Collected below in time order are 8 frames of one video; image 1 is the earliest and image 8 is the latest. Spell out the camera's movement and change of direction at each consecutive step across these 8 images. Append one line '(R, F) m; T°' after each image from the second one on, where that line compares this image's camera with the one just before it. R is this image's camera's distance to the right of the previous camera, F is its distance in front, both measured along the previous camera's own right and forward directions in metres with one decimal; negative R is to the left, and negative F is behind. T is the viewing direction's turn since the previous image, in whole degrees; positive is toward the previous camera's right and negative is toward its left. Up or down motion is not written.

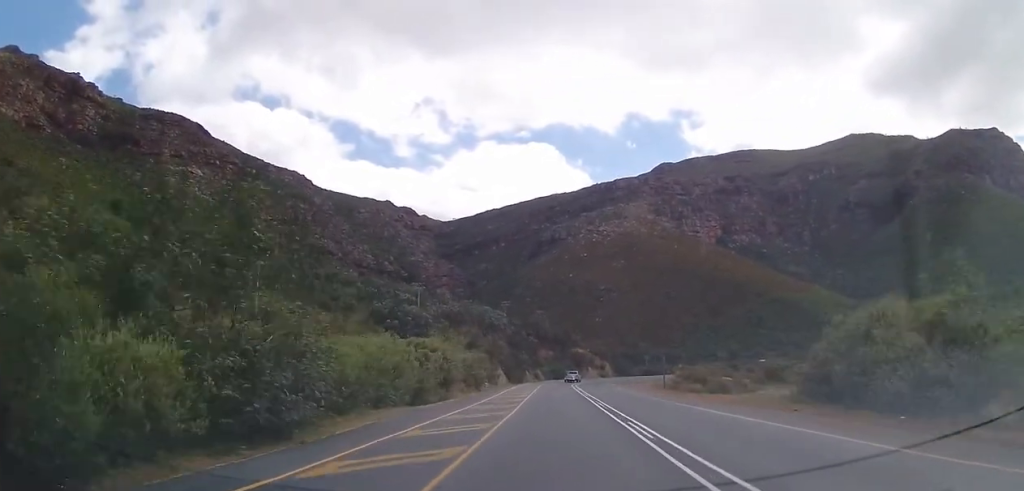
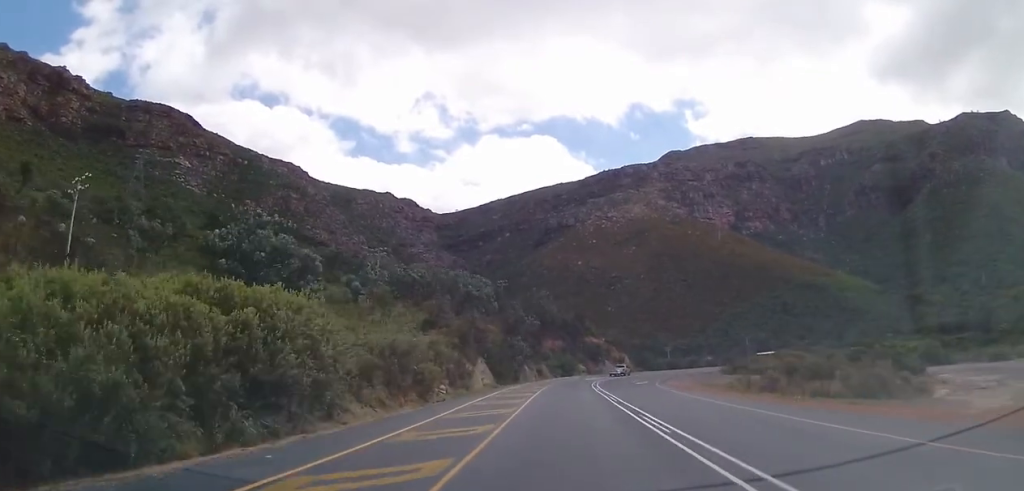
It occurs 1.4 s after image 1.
(-0.3, +25.8) m; 0°
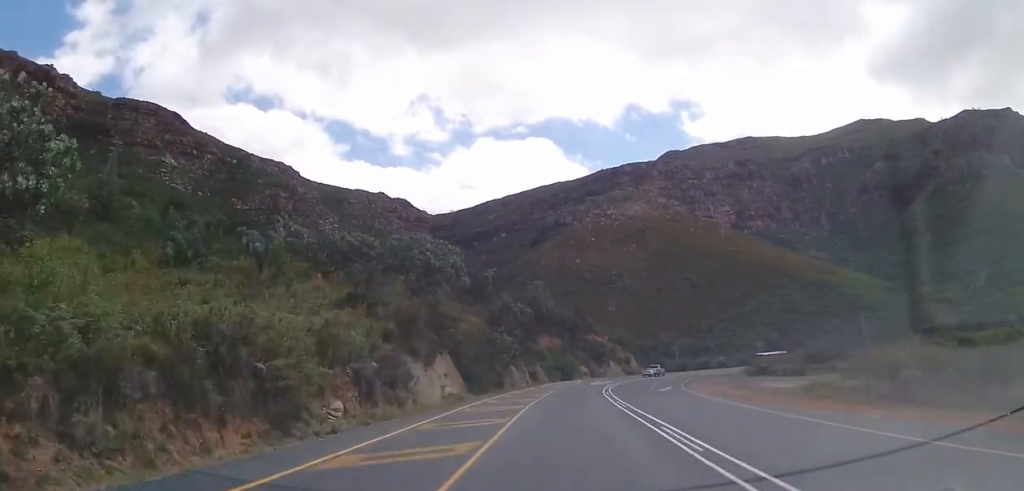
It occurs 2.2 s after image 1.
(+0.2, +15.3) m; +1°
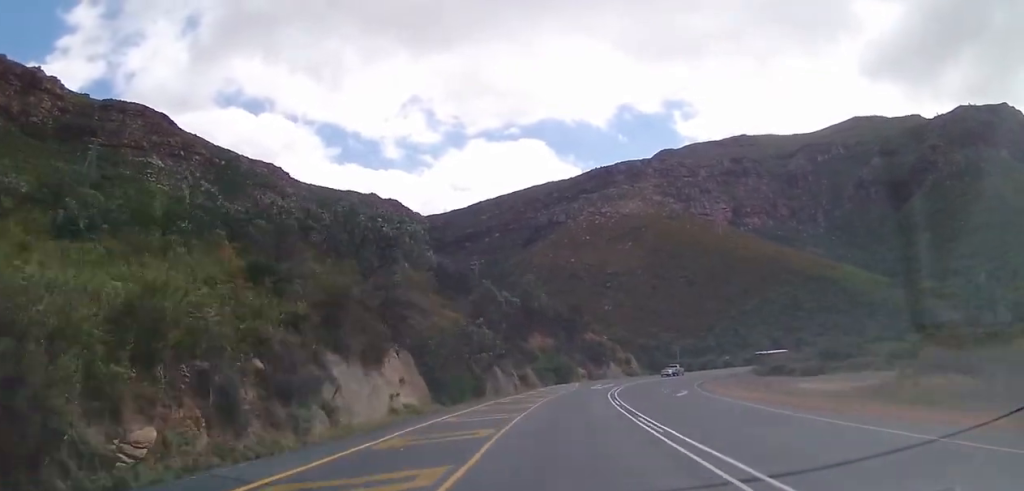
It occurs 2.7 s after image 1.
(+0.1, +8.5) m; +1°
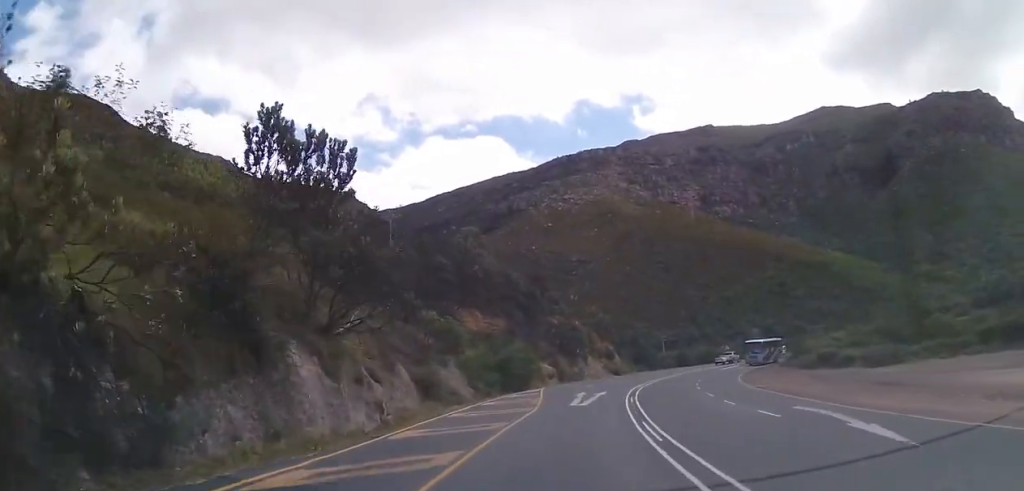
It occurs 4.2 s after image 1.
(+0.9, +27.1) m; +4°
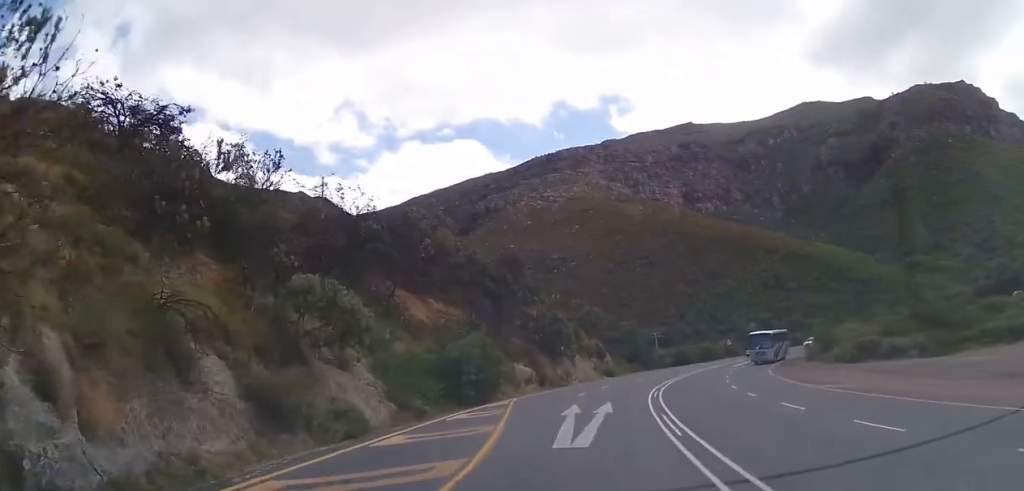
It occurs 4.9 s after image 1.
(+0.3, +12.8) m; +2°
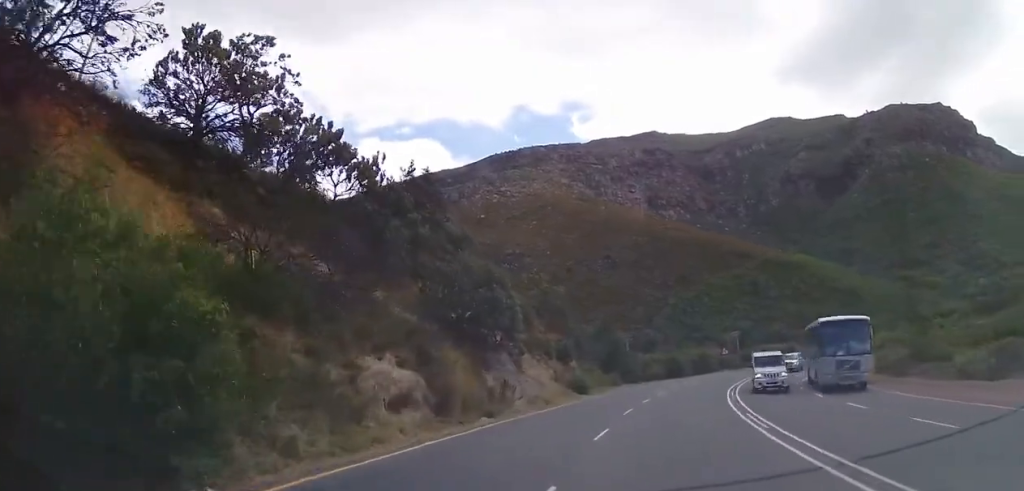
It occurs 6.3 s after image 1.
(+0.6, +23.2) m; +6°
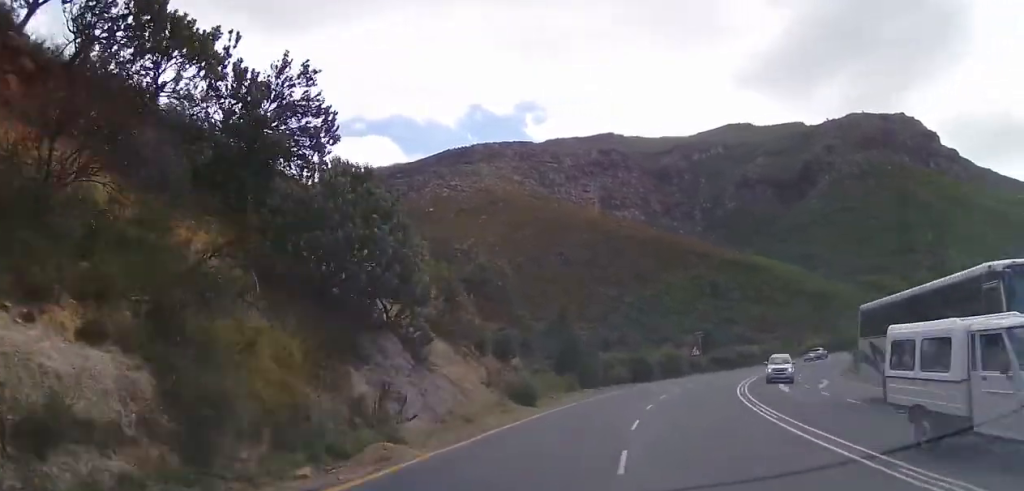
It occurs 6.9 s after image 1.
(+0.2, +10.6) m; +5°
